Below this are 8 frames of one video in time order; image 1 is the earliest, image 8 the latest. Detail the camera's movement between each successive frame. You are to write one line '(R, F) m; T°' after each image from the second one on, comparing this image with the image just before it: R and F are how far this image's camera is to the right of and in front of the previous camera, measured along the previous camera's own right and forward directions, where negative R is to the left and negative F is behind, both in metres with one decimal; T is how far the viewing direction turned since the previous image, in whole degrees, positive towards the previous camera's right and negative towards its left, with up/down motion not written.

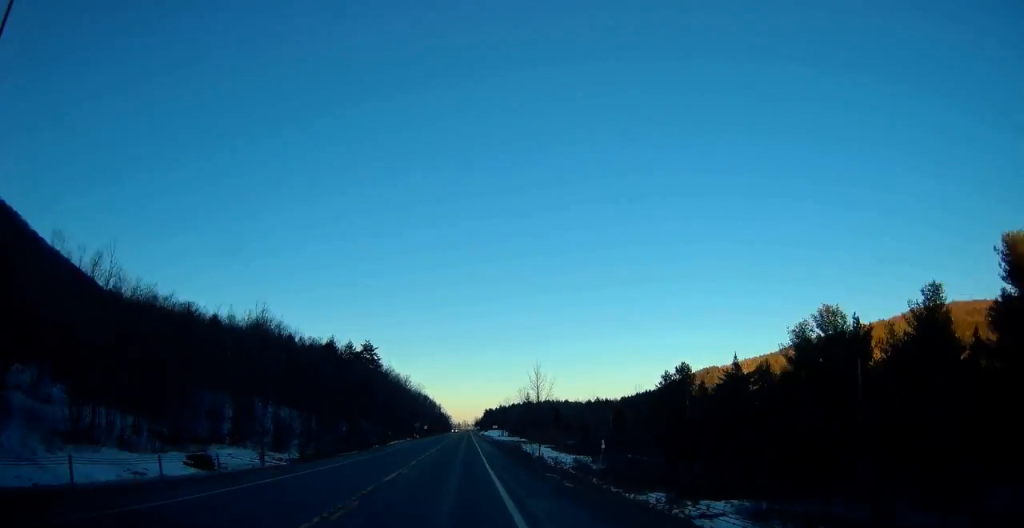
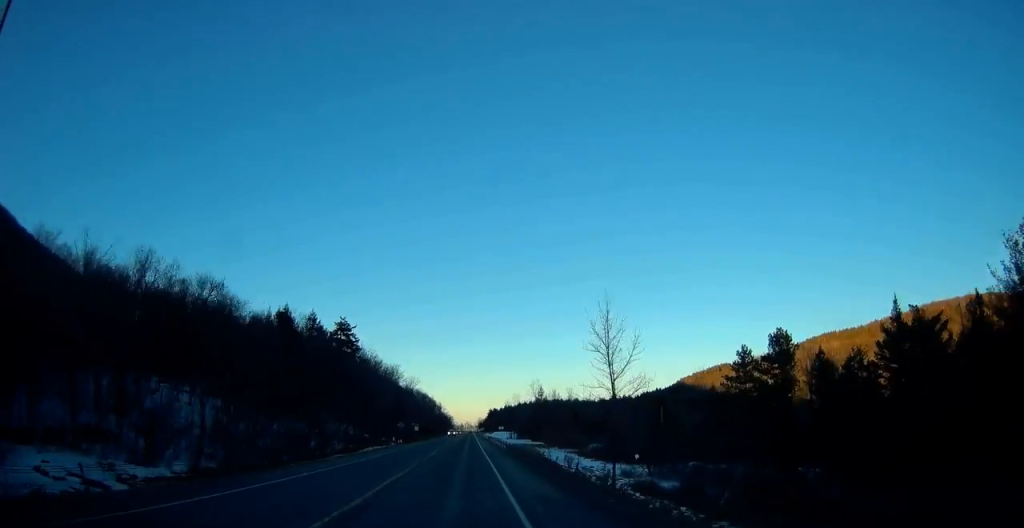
(-0.1, +32.5) m; 0°
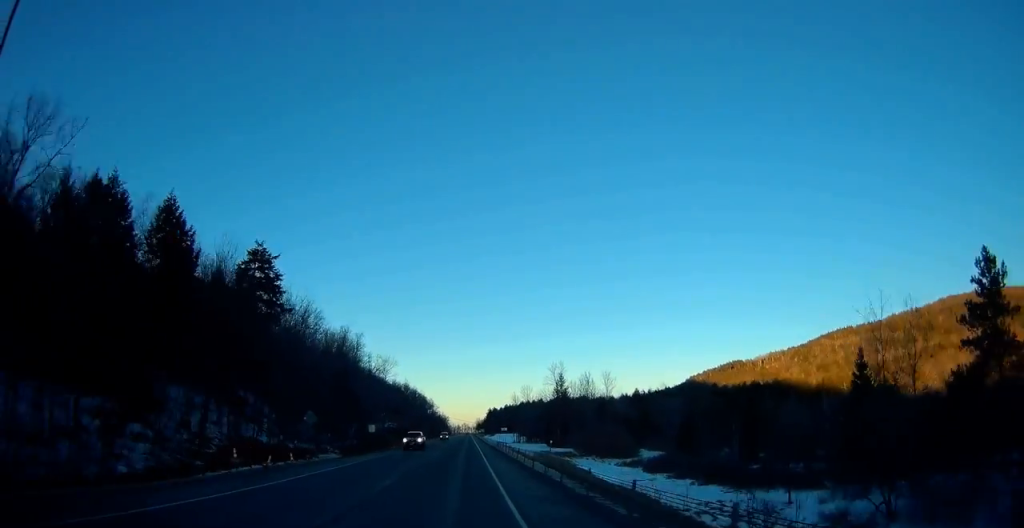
(-0.1, +47.8) m; 0°
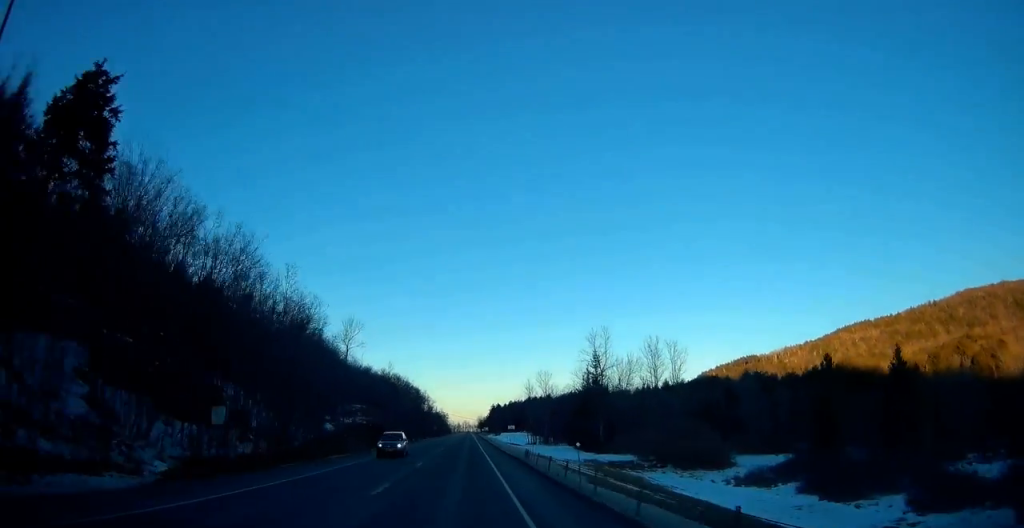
(-0.1, +39.3) m; 0°
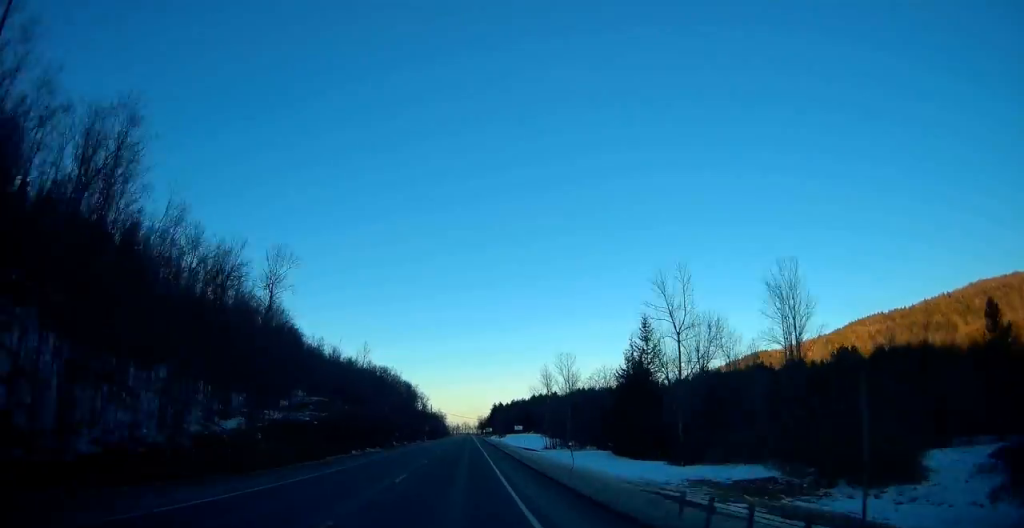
(+0.2, +32.5) m; 0°
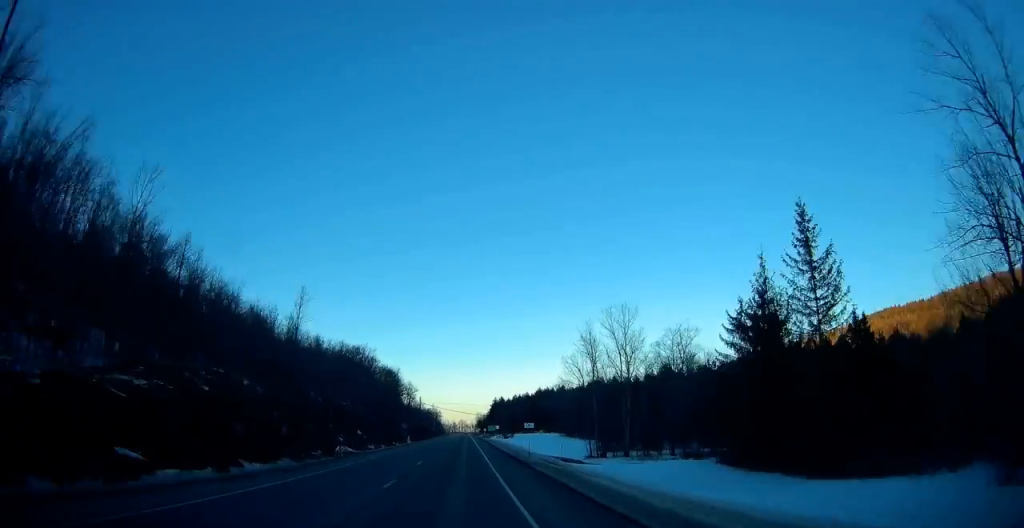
(0.0, +41.1) m; 0°
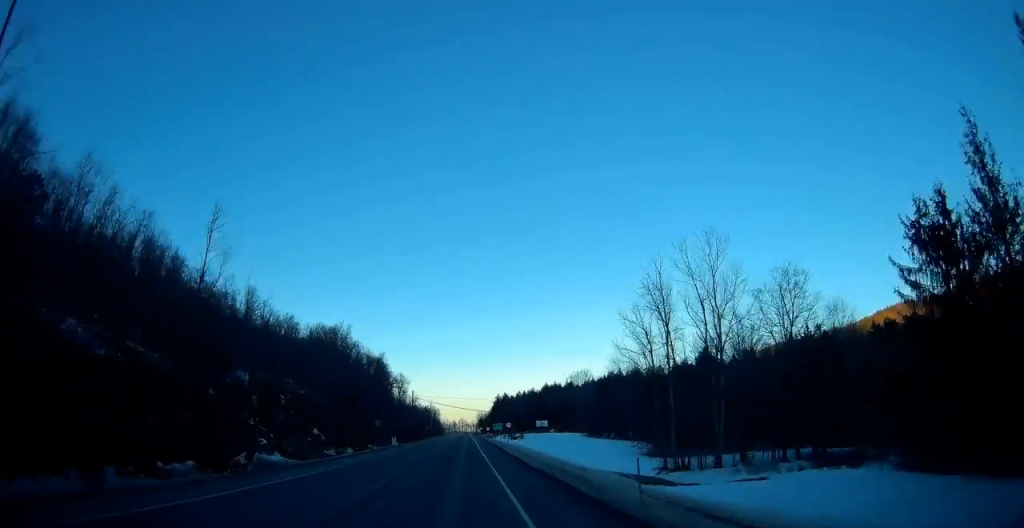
(0.0, +25.7) m; 0°
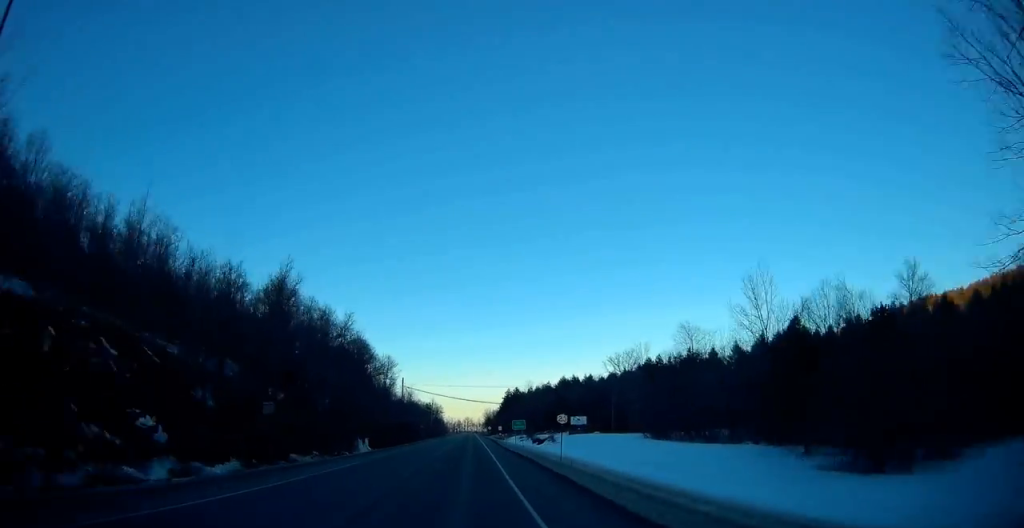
(-0.3, +36.0) m; 0°
